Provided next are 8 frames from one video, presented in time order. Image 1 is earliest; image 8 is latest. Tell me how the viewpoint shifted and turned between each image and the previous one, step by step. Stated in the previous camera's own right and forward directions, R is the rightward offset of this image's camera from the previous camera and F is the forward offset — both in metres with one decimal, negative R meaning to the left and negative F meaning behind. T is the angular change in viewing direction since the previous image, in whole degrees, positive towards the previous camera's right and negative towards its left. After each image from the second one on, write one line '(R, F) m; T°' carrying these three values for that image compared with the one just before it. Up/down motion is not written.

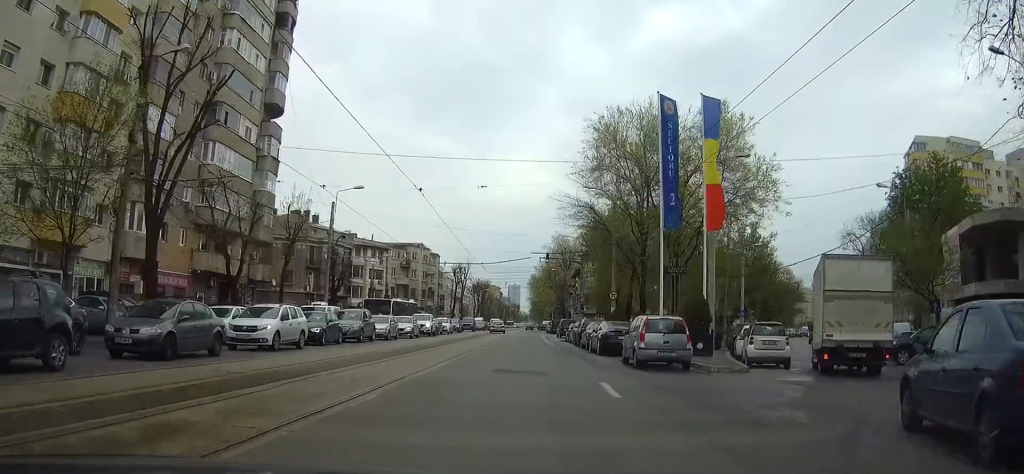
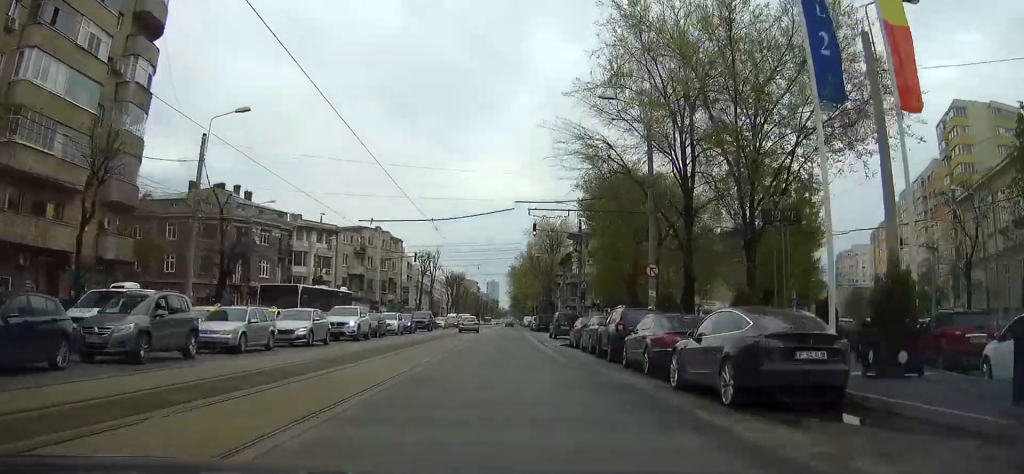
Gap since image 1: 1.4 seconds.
(-0.8, +19.1) m; +1°
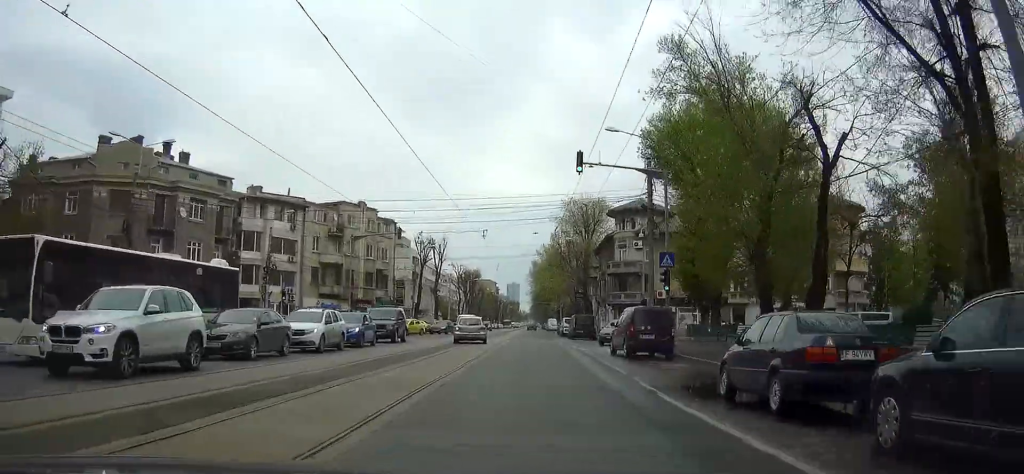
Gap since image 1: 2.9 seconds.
(+1.8, +22.6) m; +4°
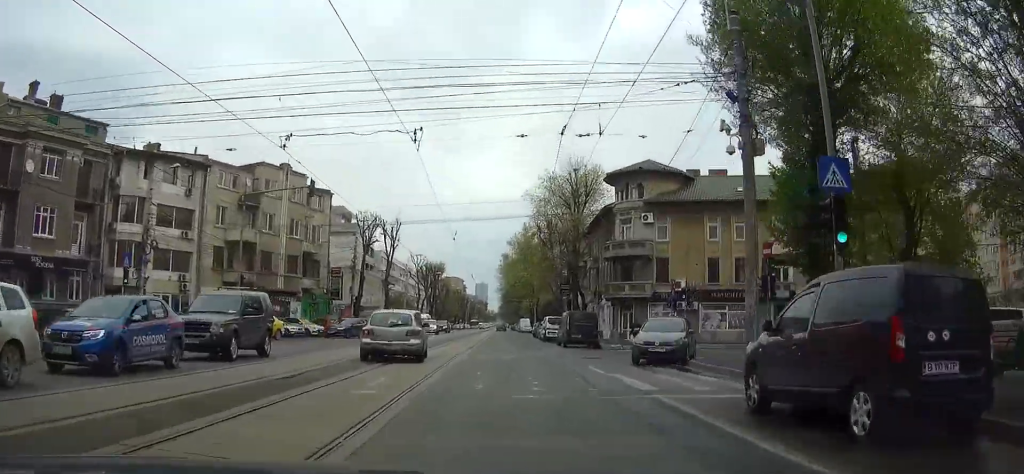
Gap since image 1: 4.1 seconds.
(-0.1, +18.7) m; 0°
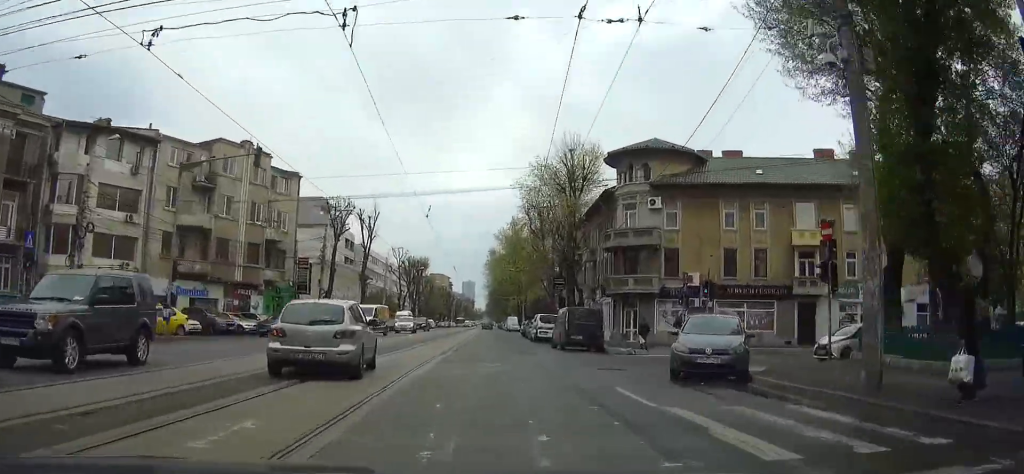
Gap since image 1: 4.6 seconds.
(0.0, +7.1) m; +1°
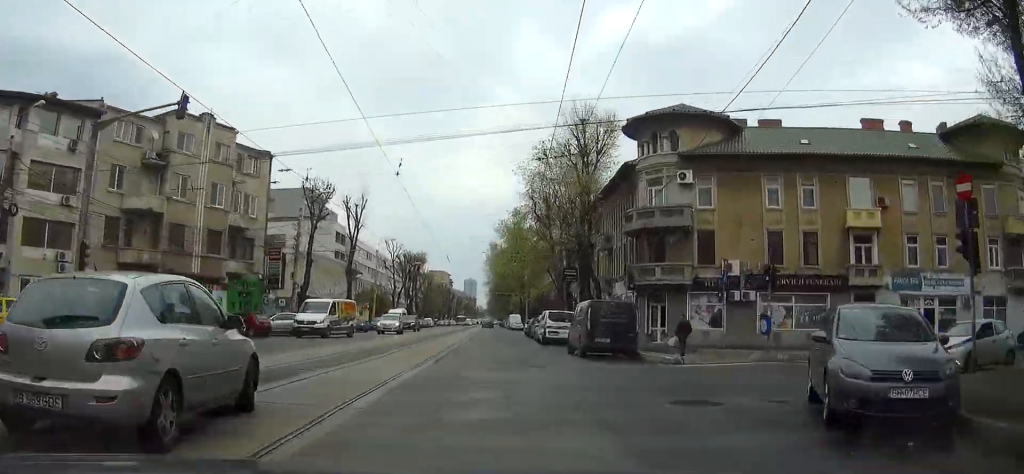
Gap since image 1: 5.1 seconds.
(+0.1, +8.1) m; +1°
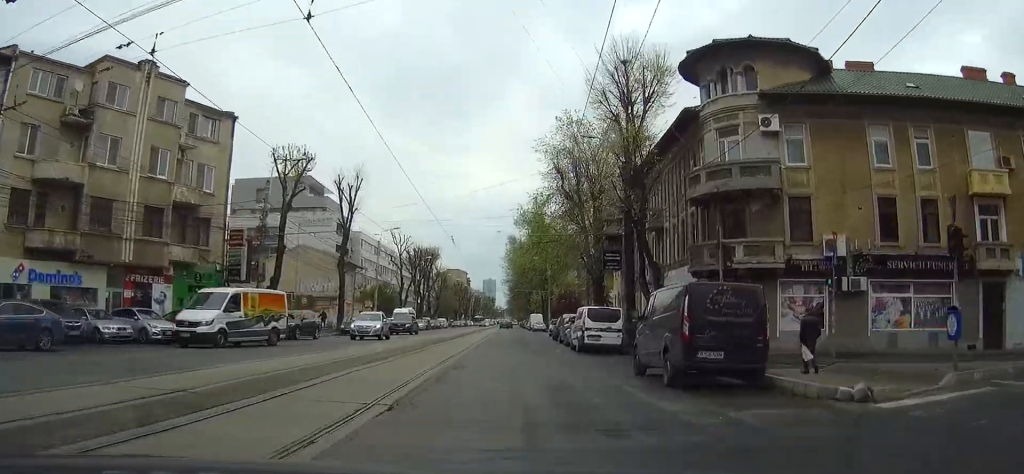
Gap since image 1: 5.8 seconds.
(+0.1, +11.1) m; +1°
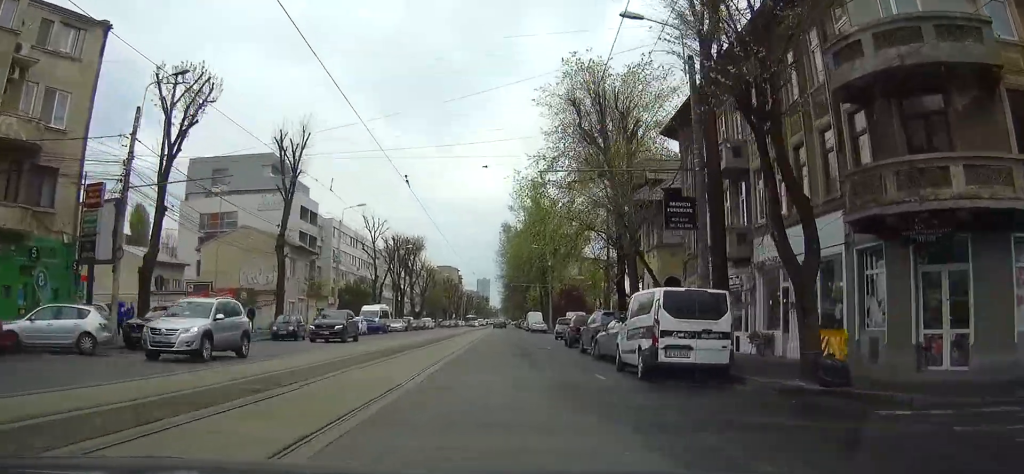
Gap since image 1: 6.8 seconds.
(+0.1, +15.3) m; 0°
